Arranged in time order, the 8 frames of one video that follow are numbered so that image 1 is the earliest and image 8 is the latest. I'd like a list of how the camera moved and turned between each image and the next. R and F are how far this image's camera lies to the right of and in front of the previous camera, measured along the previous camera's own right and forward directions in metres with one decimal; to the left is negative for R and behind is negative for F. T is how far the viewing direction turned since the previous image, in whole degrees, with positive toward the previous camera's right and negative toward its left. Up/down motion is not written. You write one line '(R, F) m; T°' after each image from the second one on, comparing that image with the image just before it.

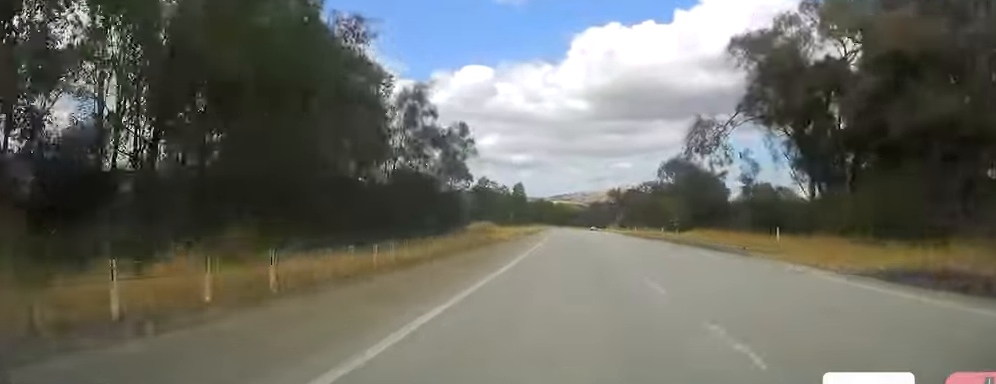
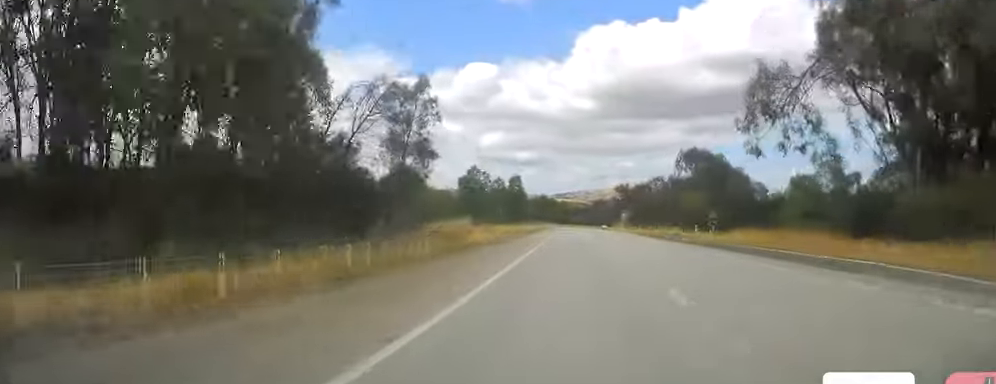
(0.0, +18.2) m; 0°
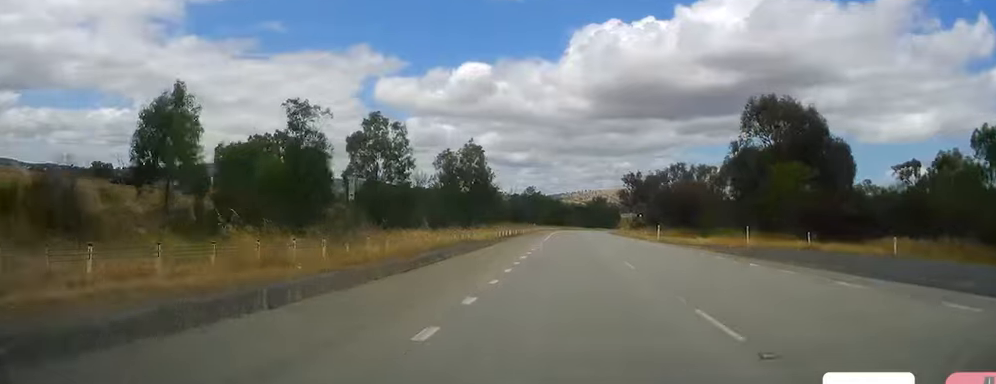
(0.0, +50.9) m; 0°
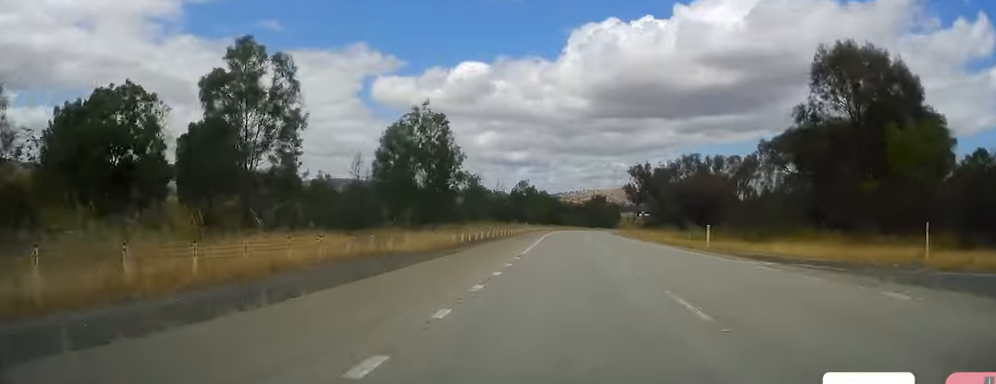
(0.0, +22.0) m; 0°
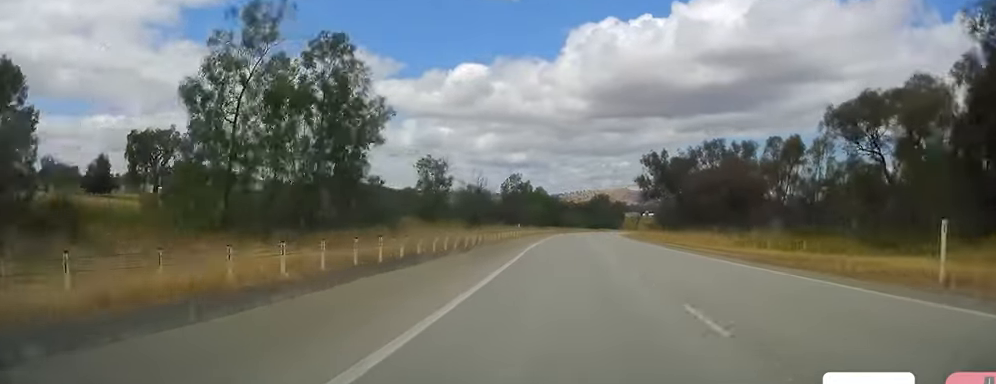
(0.0, +24.9) m; 0°
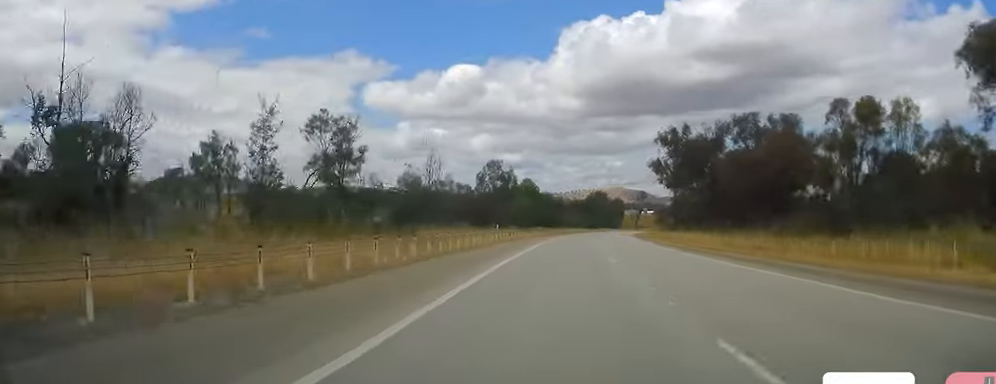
(0.0, +27.7) m; 0°
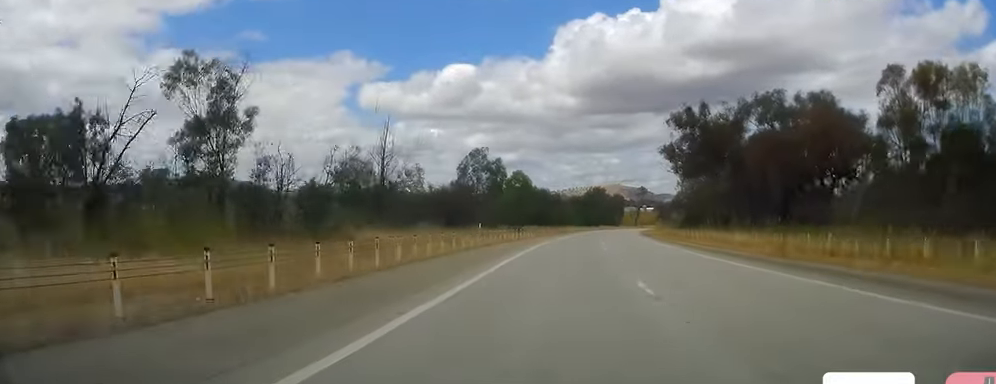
(0.0, +14.3) m; 0°
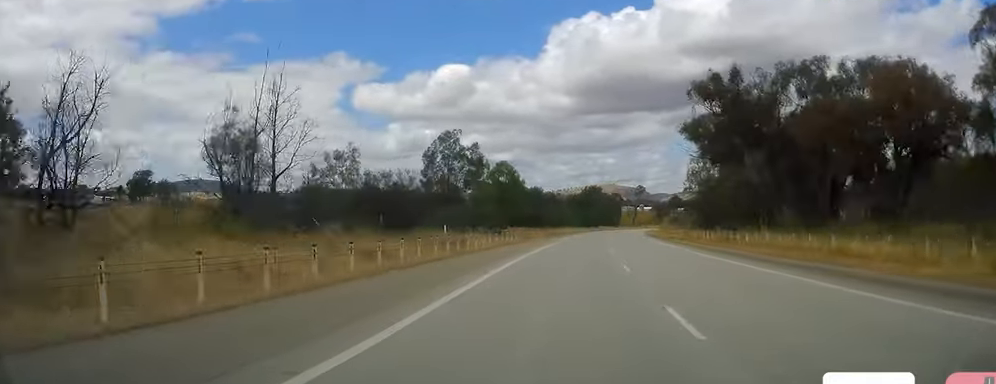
(0.0, +17.2) m; 0°
